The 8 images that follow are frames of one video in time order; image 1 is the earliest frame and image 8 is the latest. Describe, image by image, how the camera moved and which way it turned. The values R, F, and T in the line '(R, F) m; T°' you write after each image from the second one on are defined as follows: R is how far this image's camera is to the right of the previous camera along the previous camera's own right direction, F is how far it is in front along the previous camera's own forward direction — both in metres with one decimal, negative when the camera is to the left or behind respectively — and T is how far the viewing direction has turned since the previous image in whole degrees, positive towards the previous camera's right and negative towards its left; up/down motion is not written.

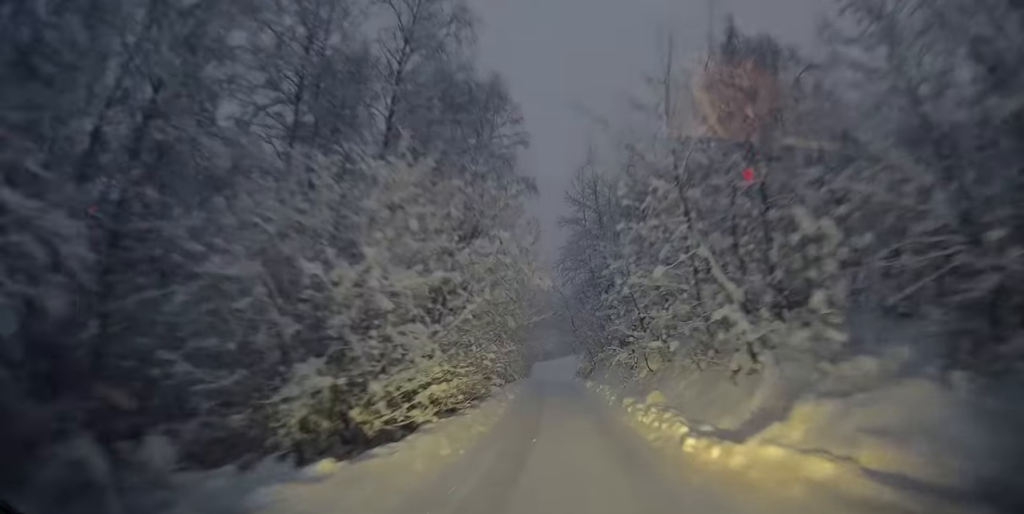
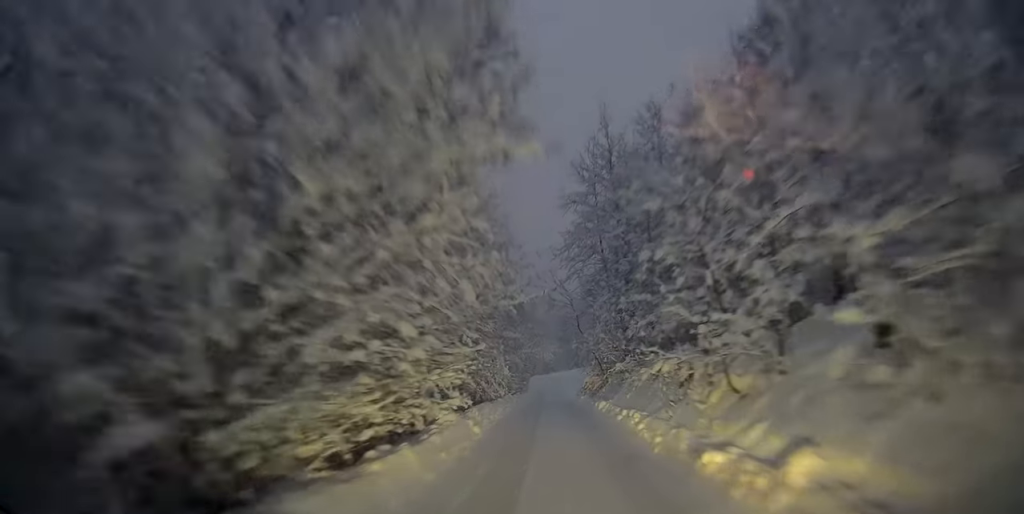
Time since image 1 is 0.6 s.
(0.0, +7.9) m; 0°
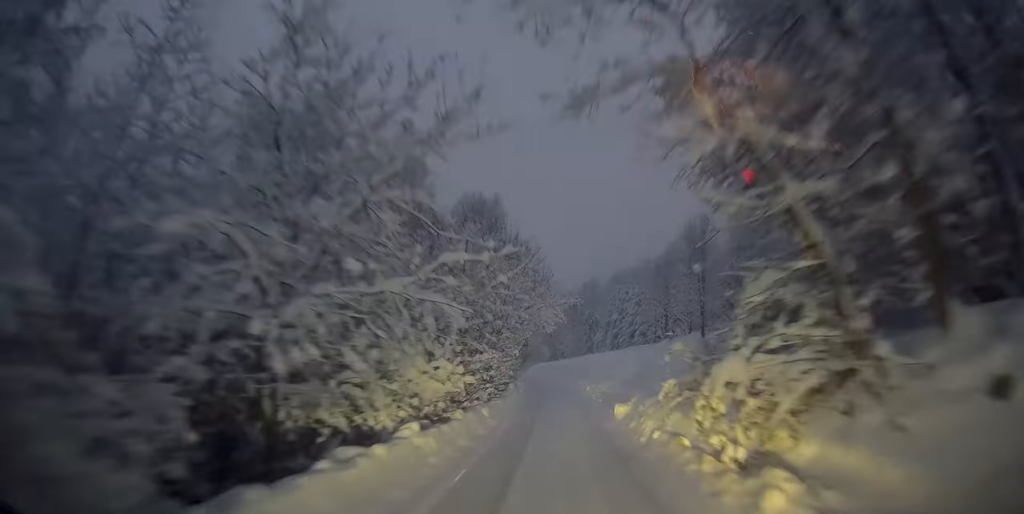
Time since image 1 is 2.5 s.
(0.0, +25.3) m; -1°
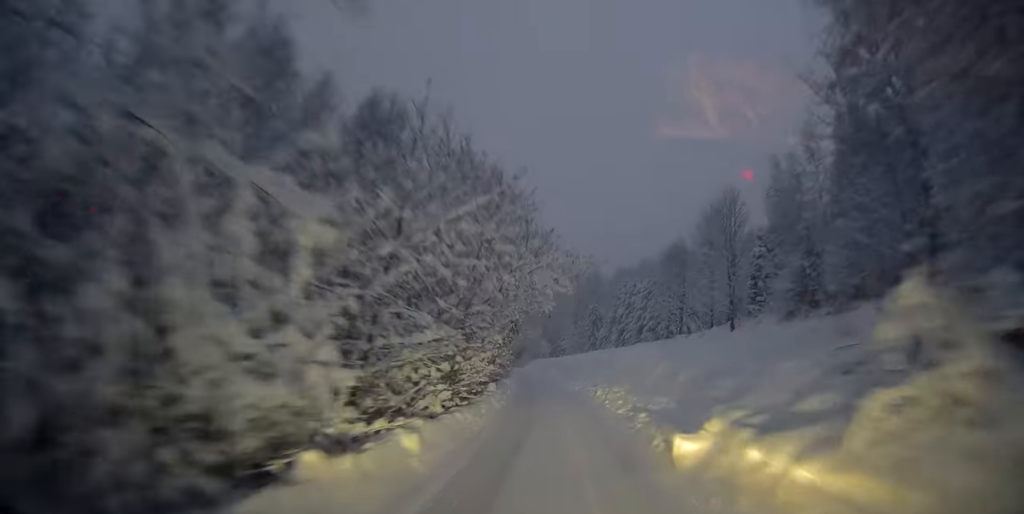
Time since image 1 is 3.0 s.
(0.0, +6.8) m; -1°
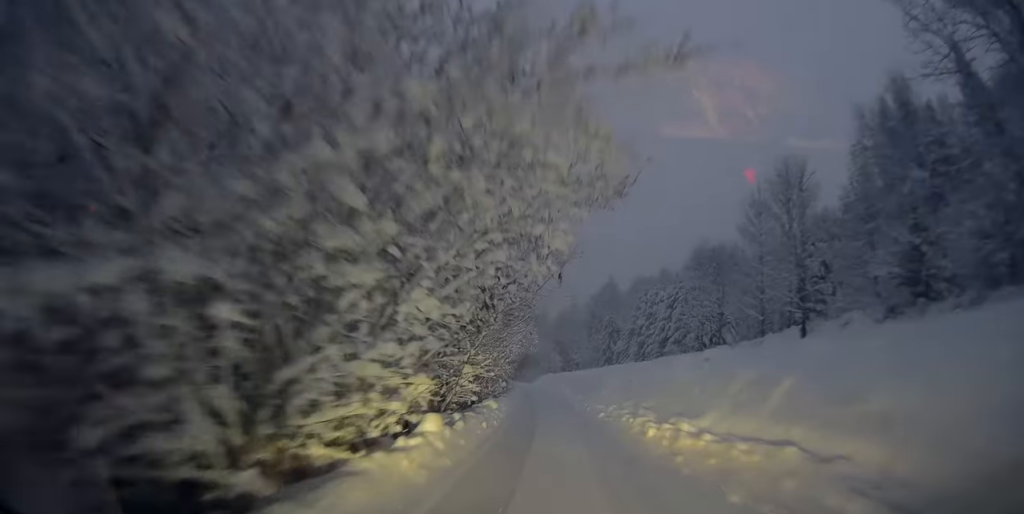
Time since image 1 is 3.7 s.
(0.0, +9.0) m; -1°
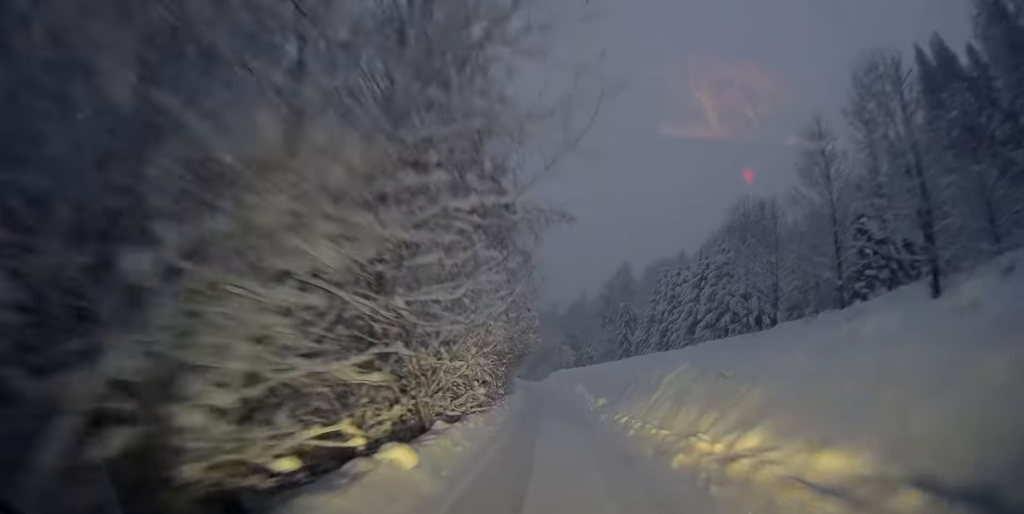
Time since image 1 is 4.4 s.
(-0.1, +10.0) m; -2°
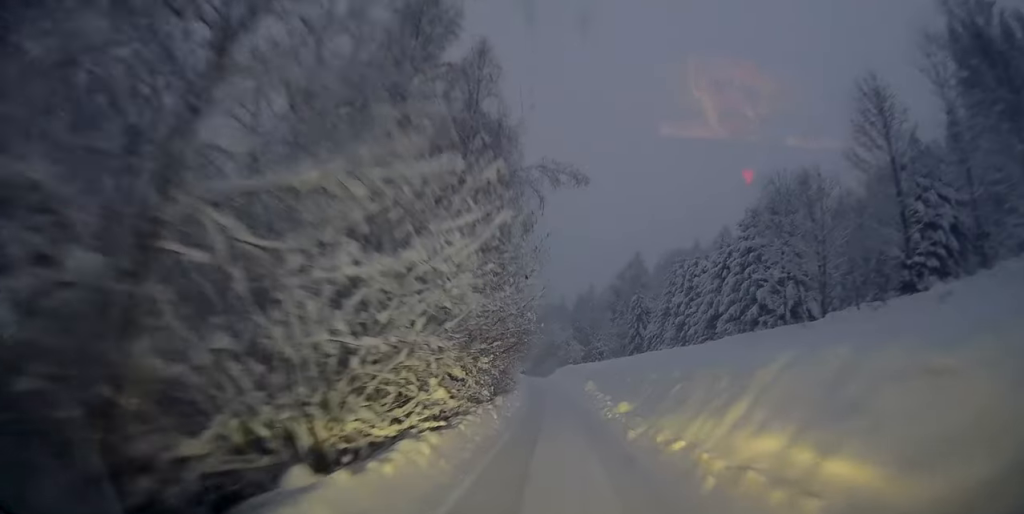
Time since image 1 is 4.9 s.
(0.0, +5.6) m; -1°
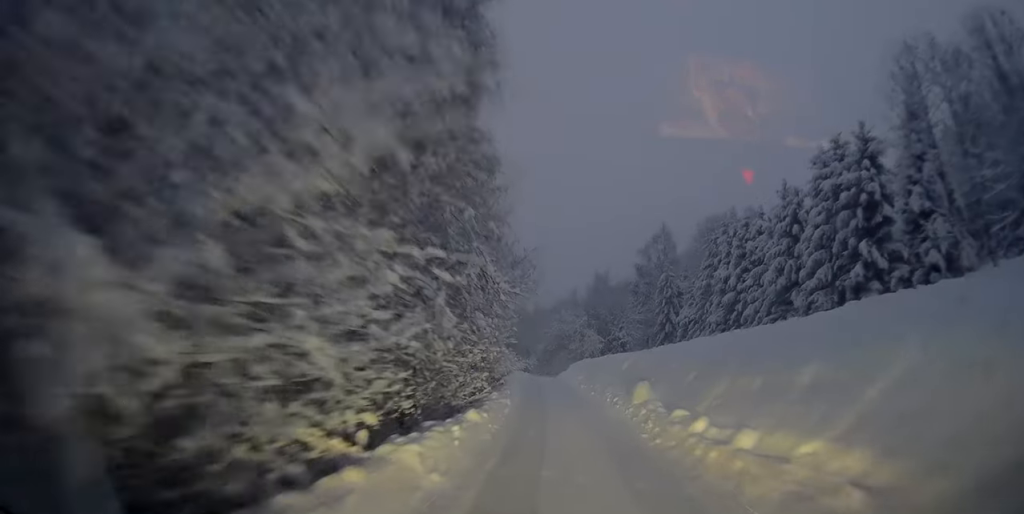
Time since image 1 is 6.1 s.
(-0.6, +16.4) m; -3°
